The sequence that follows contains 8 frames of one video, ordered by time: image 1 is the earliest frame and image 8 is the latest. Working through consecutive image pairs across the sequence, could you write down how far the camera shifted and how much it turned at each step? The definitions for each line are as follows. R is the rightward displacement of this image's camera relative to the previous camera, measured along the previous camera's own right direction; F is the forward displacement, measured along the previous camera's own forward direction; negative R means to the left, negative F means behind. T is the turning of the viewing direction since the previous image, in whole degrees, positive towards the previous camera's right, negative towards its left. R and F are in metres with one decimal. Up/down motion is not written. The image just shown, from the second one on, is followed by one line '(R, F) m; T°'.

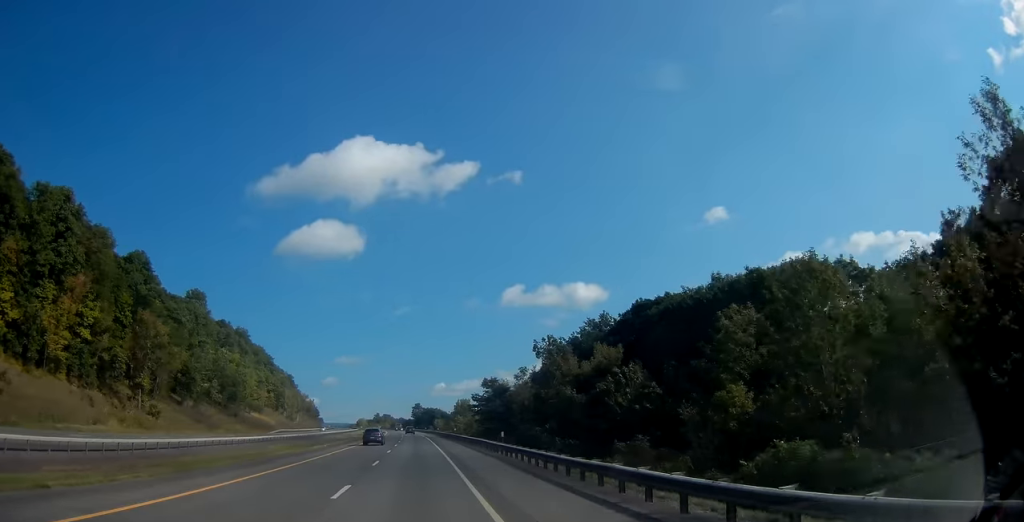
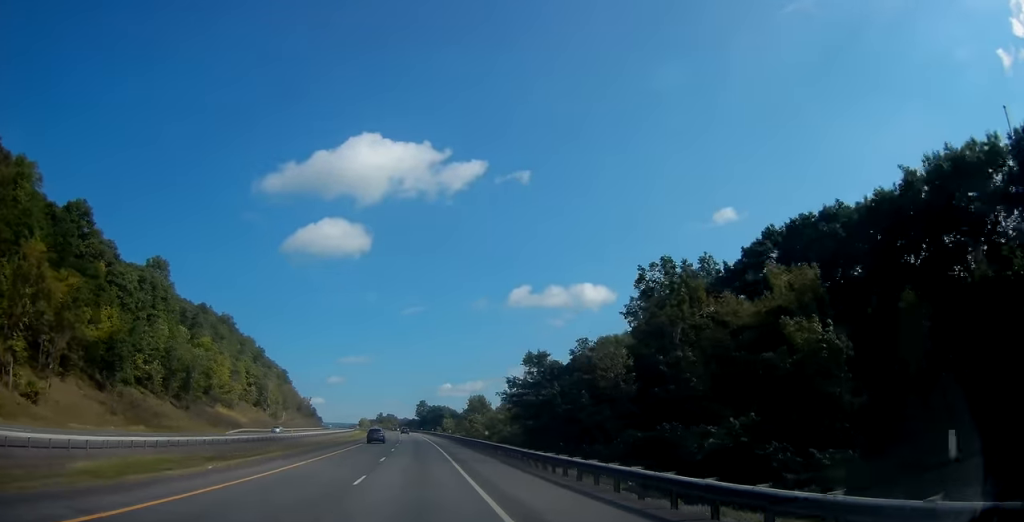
(-0.3, +33.1) m; -1°
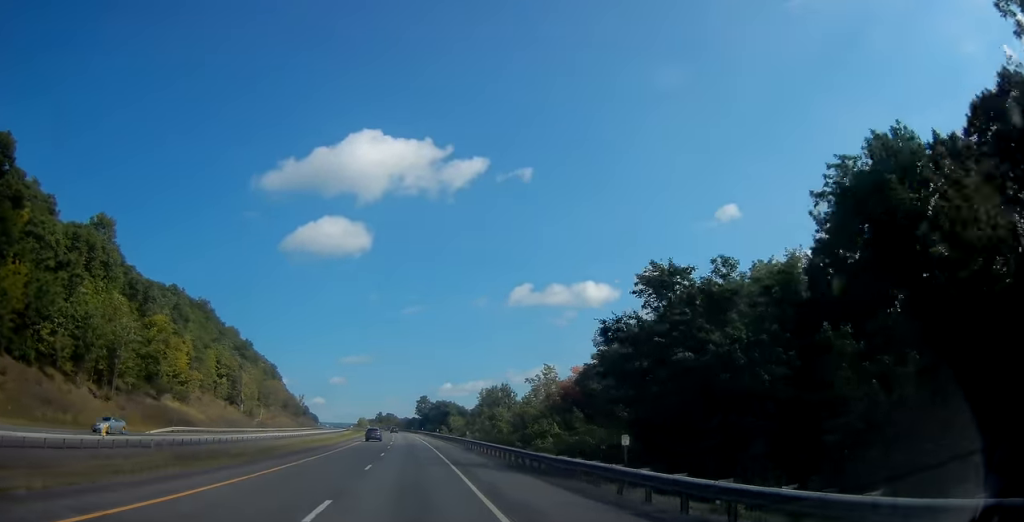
(-0.3, +31.2) m; -1°
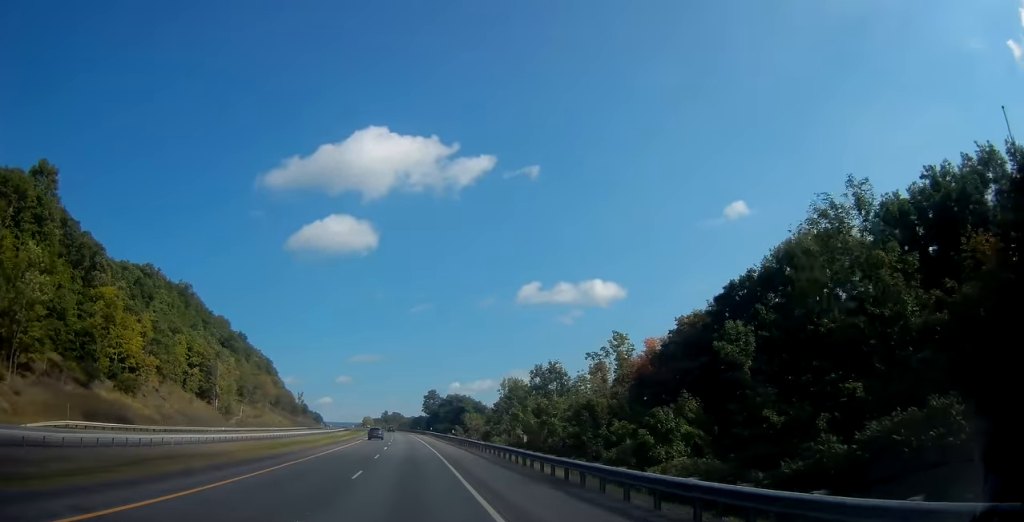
(0.0, +27.5) m; 0°
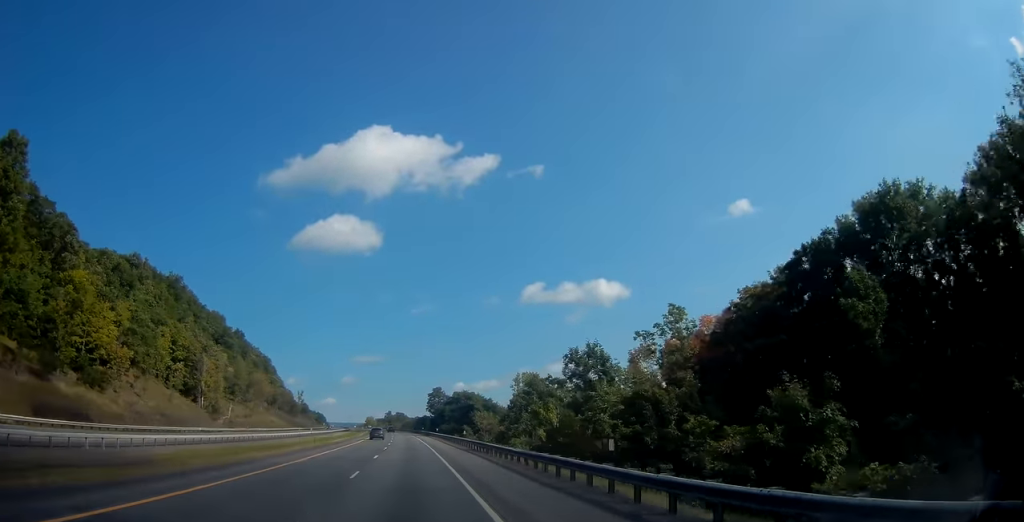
(+0.1, +12.3) m; 0°
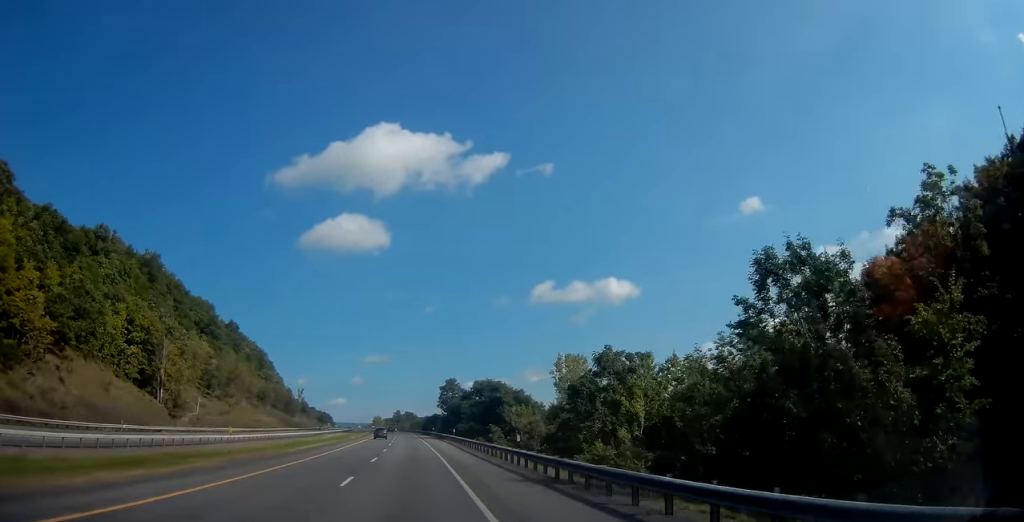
(-0.3, +26.5) m; -1°
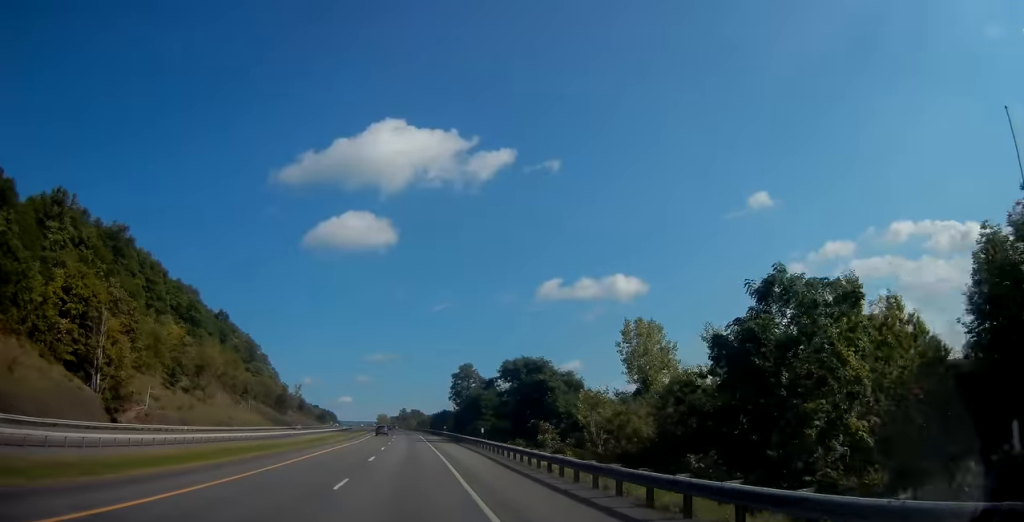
(-0.4, +25.5) m; -1°
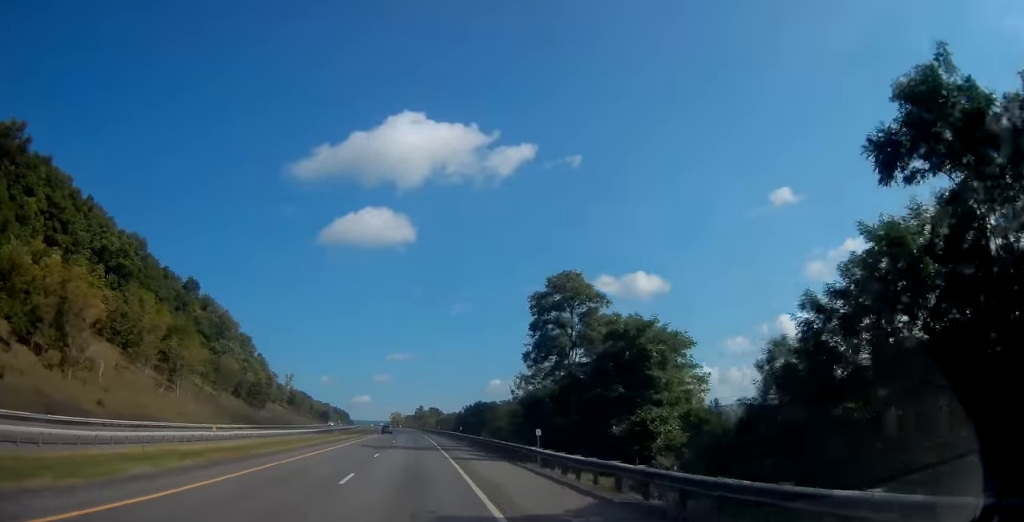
(-0.3, +59.7) m; -2°
